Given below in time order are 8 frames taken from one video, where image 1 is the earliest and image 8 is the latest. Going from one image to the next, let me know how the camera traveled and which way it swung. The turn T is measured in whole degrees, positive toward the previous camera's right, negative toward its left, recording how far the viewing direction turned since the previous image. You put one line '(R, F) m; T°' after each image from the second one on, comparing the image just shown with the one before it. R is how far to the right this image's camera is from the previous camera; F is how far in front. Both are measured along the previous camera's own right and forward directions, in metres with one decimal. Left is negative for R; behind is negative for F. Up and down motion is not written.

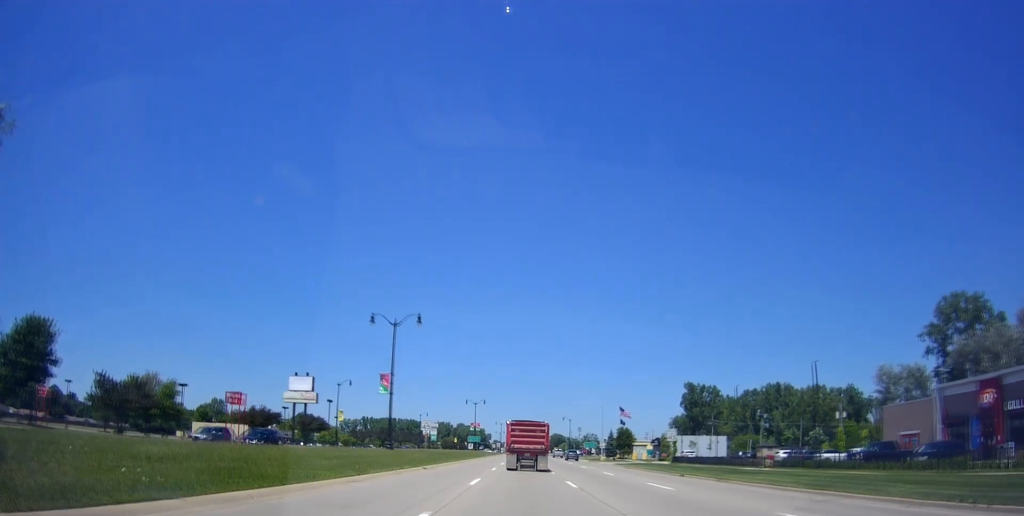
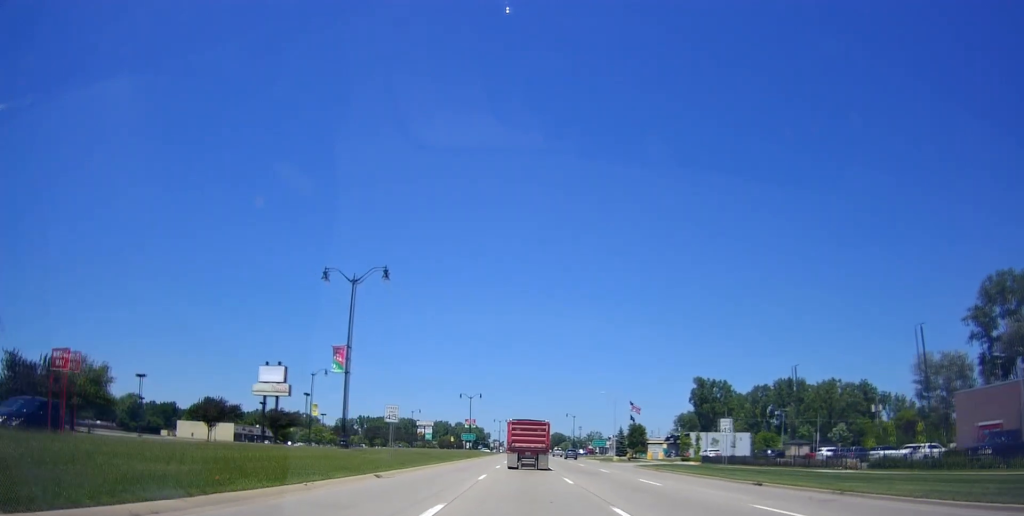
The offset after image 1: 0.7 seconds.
(0.0, +12.0) m; -2°
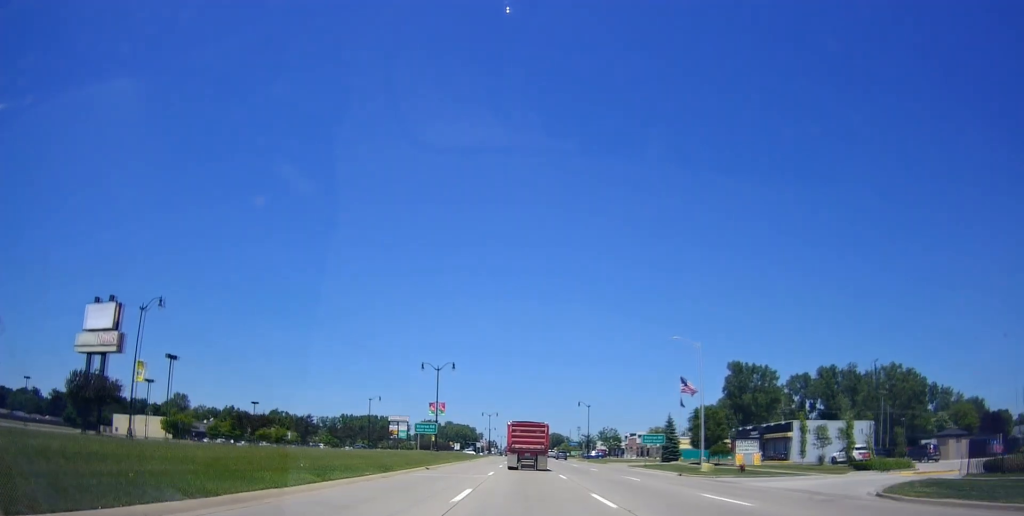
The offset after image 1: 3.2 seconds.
(-0.3, +39.9) m; +1°
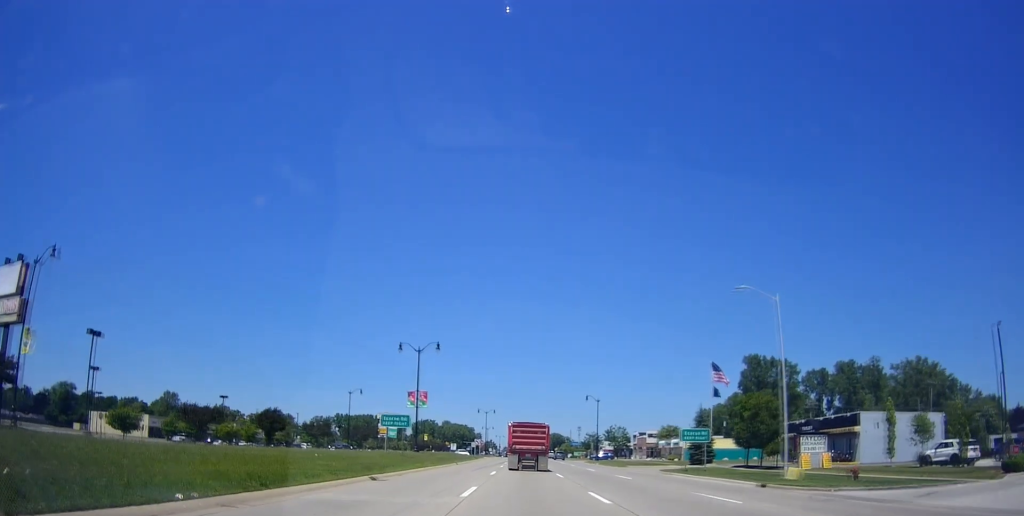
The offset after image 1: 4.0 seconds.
(-0.3, +13.2) m; 0°
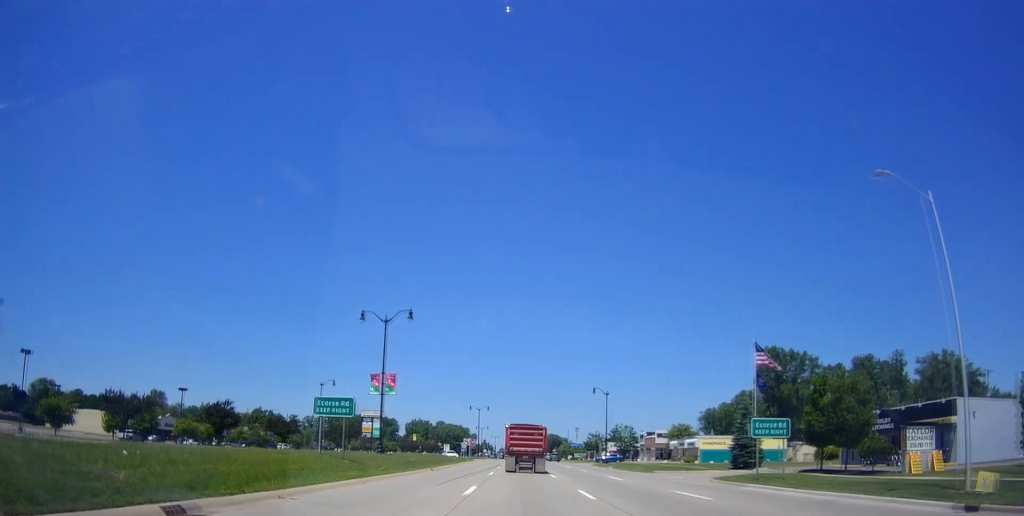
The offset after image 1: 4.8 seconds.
(+0.3, +13.3) m; +1°
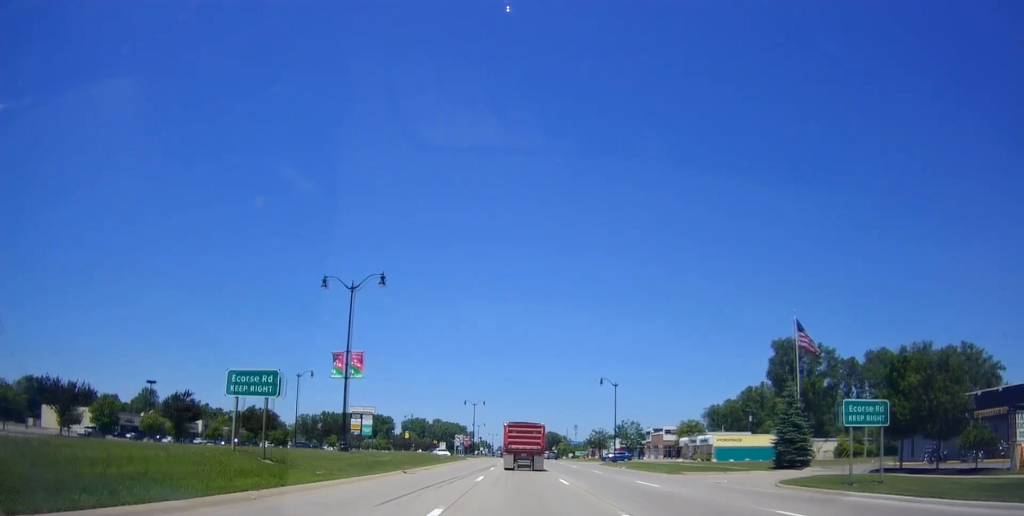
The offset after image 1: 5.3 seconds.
(+0.1, +9.0) m; 0°
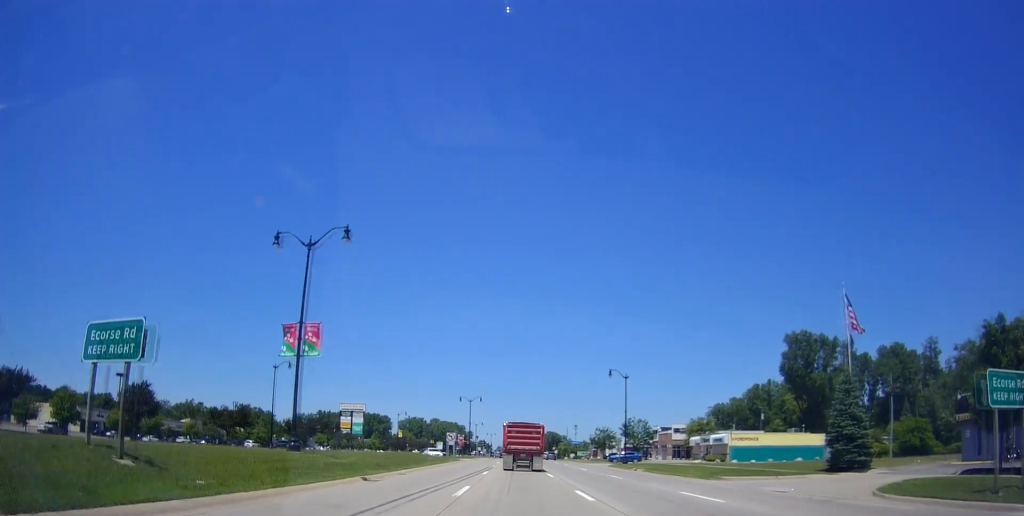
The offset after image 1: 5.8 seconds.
(0.0, +8.0) m; 0°
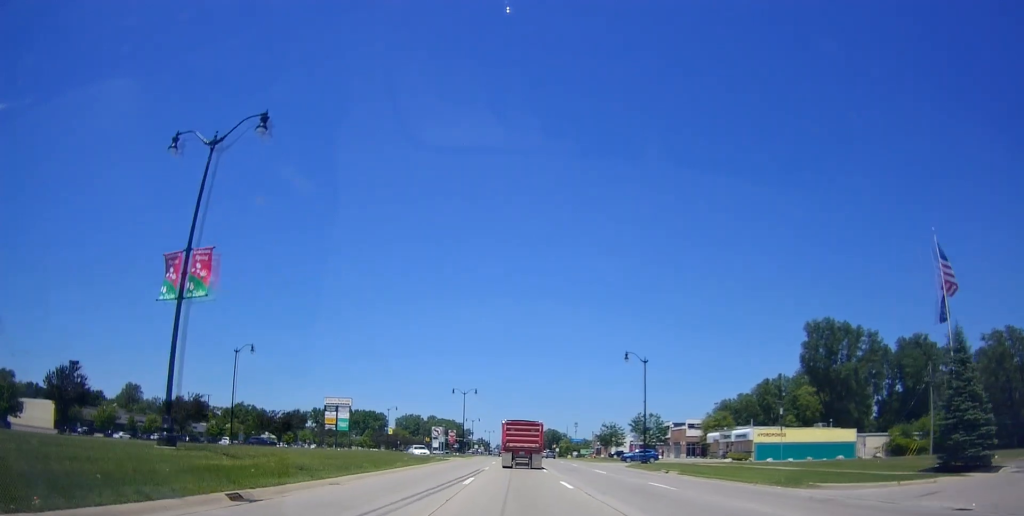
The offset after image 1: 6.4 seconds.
(0.0, +10.9) m; 0°
